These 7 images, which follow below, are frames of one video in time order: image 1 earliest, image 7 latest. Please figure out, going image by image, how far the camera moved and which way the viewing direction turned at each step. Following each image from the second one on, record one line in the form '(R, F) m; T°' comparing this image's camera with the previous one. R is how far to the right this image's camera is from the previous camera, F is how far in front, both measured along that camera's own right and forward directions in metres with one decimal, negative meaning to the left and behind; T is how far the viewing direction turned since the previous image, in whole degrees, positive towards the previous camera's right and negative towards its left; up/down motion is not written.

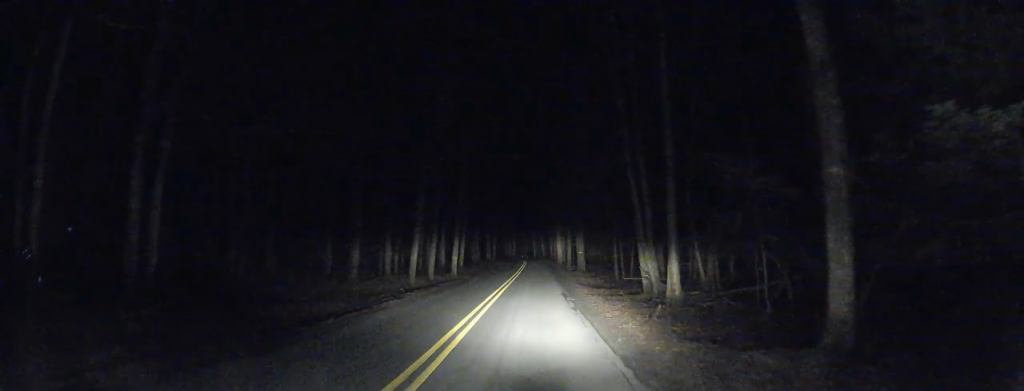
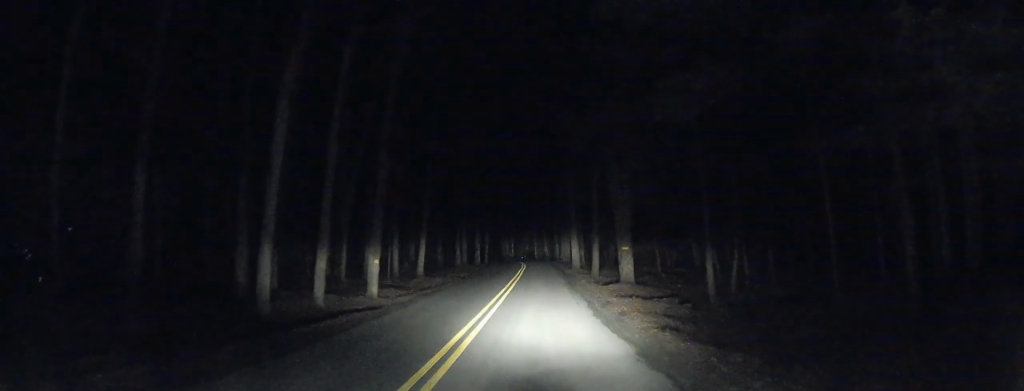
(-0.3, +20.7) m; -2°
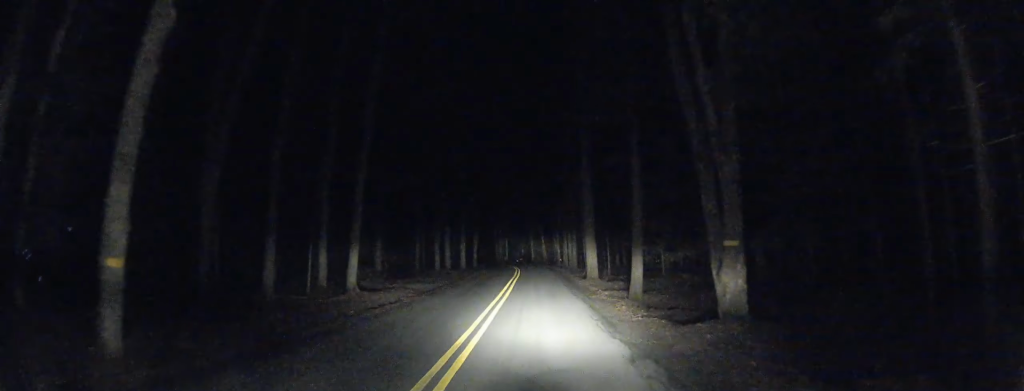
(-0.1, +13.0) m; 0°
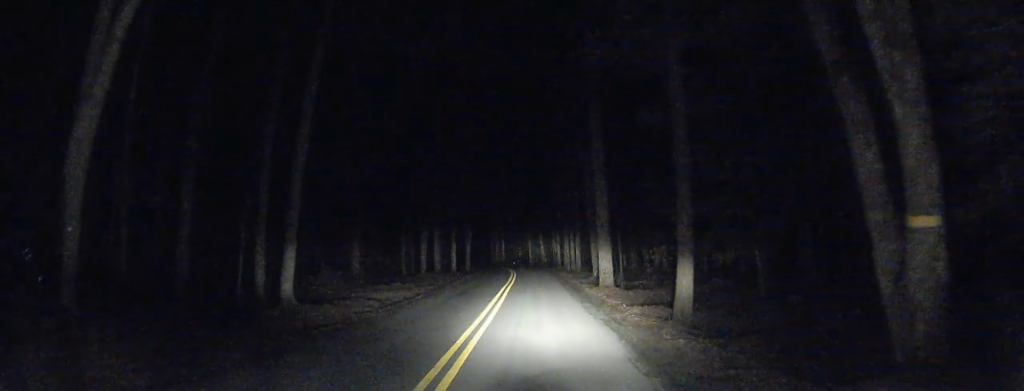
(0.0, +5.9) m; 0°
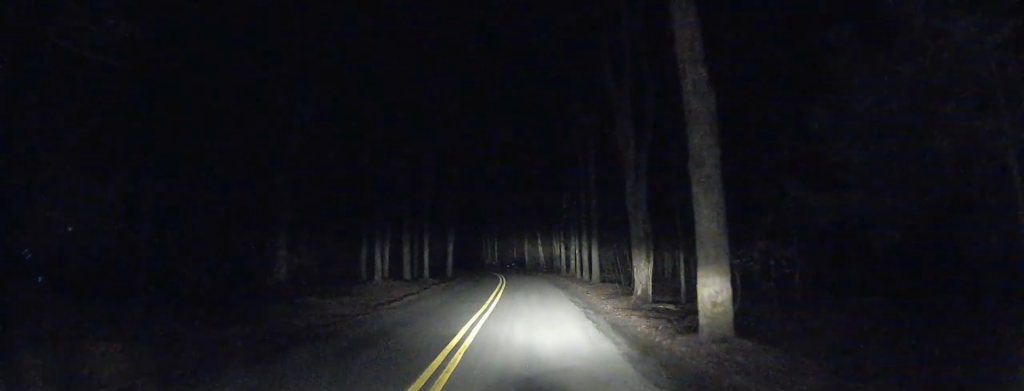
(+0.1, +13.3) m; +1°
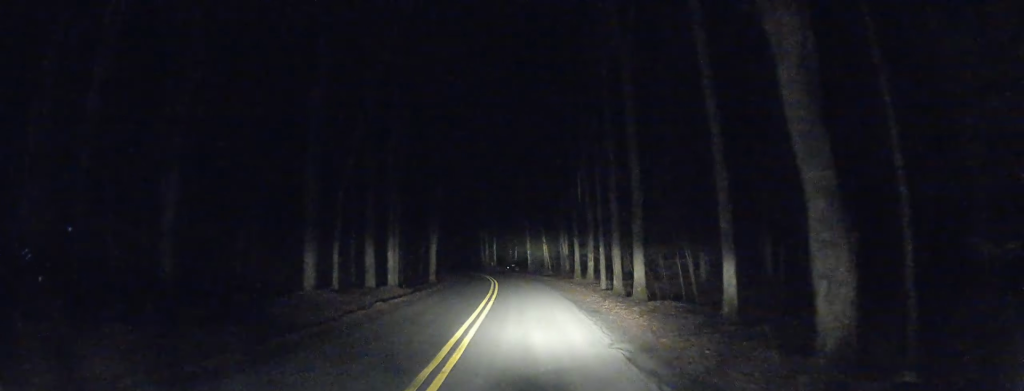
(0.0, +11.3) m; 0°
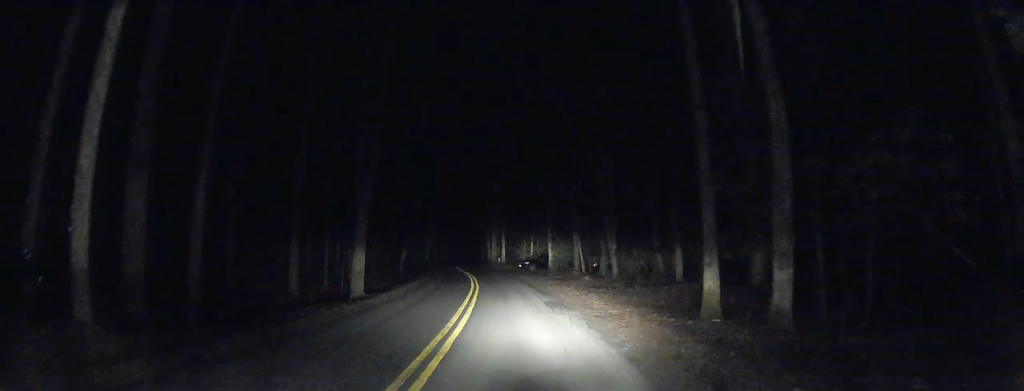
(-0.4, +24.0) m; -3°
